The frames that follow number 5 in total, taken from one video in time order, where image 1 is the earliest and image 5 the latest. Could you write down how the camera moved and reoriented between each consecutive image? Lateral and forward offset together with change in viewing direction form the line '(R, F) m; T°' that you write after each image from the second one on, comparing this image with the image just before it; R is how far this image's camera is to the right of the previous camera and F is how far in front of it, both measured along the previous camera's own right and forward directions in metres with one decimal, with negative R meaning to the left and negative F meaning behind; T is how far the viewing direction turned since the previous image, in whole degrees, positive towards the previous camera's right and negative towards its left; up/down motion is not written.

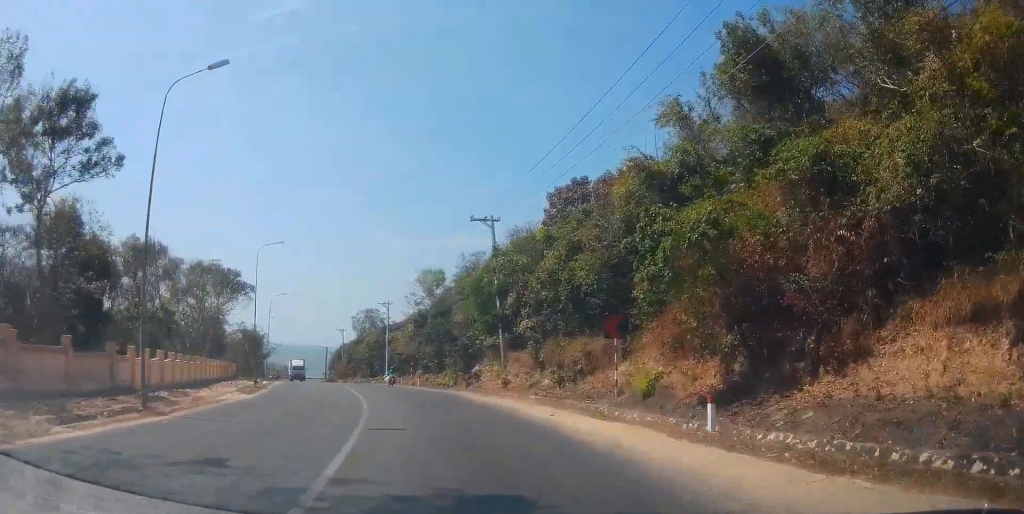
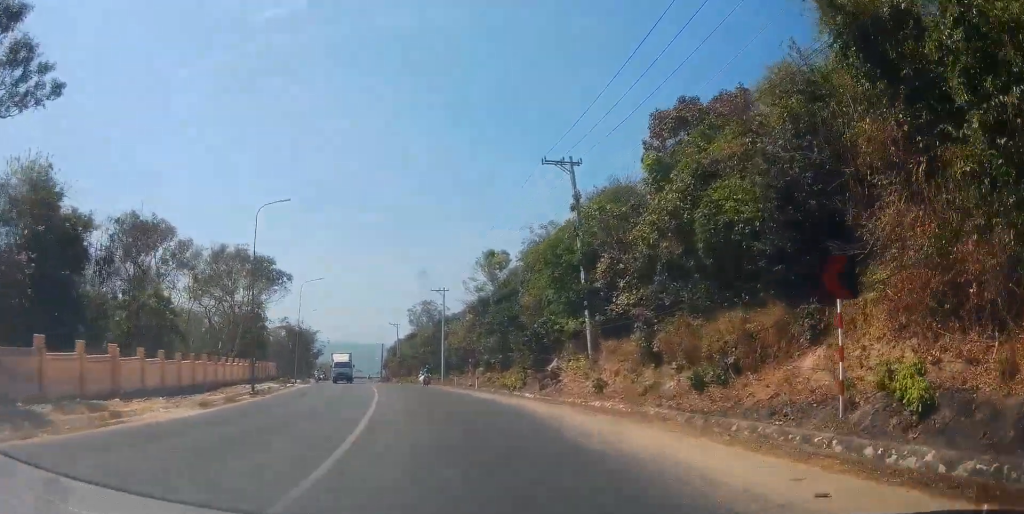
(+0.3, +12.5) m; -3°
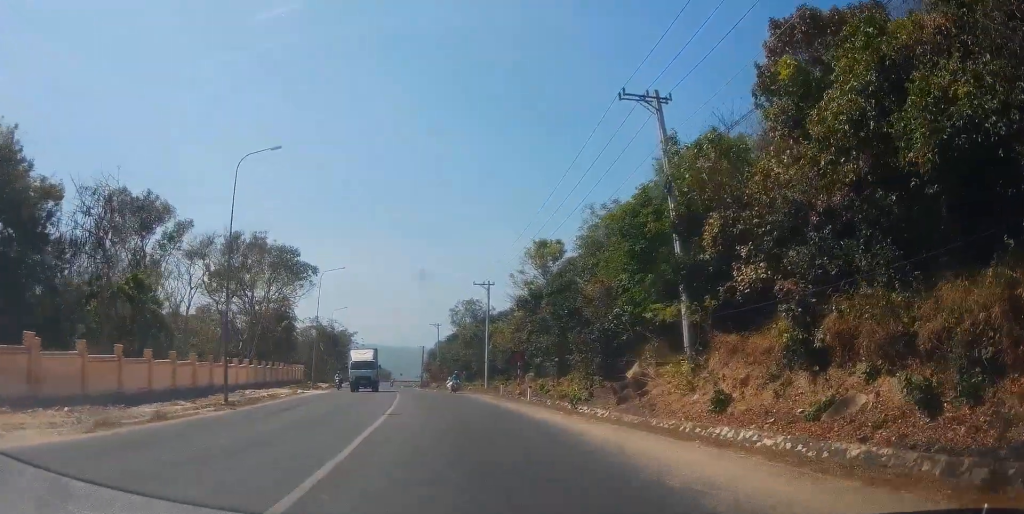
(-0.7, +9.7) m; -9°
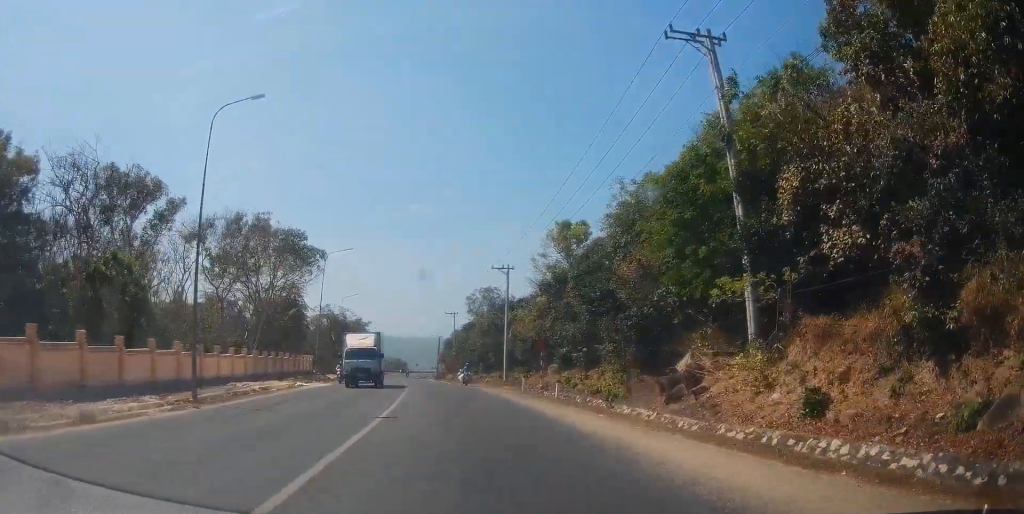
(-0.1, +4.8) m; -3°
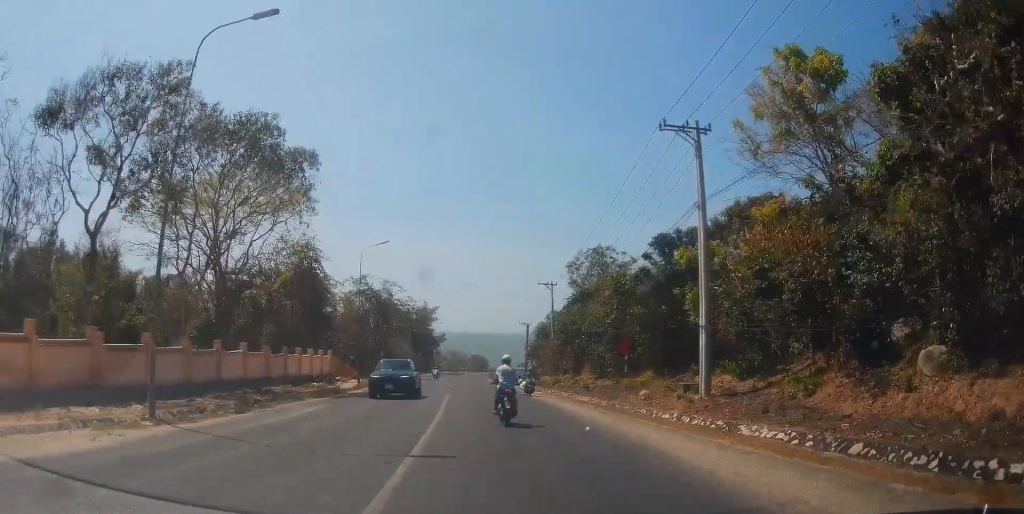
(-2.4, +35.8) m; -9°
